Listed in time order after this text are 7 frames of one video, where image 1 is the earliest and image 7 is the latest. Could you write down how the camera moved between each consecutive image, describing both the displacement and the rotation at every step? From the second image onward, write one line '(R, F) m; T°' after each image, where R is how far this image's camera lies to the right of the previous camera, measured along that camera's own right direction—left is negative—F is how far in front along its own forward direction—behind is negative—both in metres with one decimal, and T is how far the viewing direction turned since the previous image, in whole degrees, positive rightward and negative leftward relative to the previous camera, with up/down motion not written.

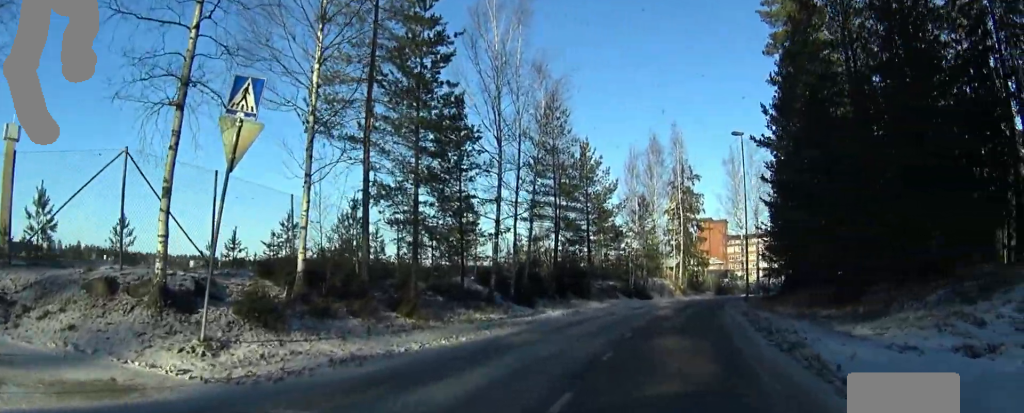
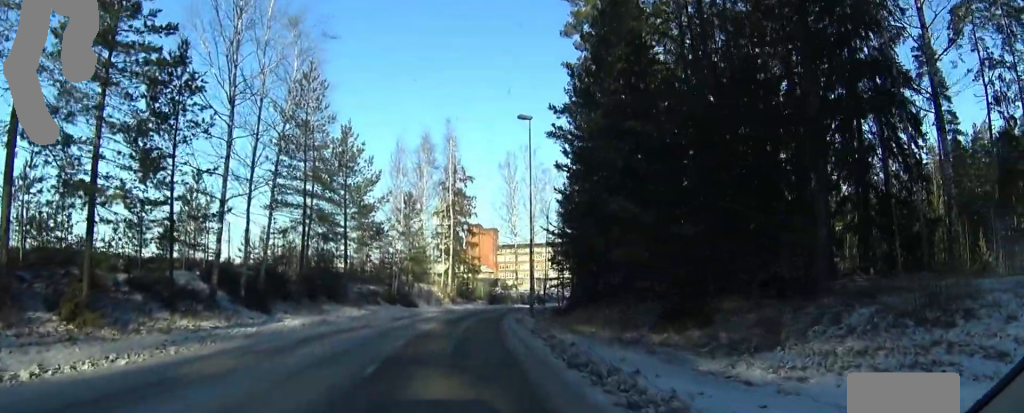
(+1.2, +5.7) m; +13°
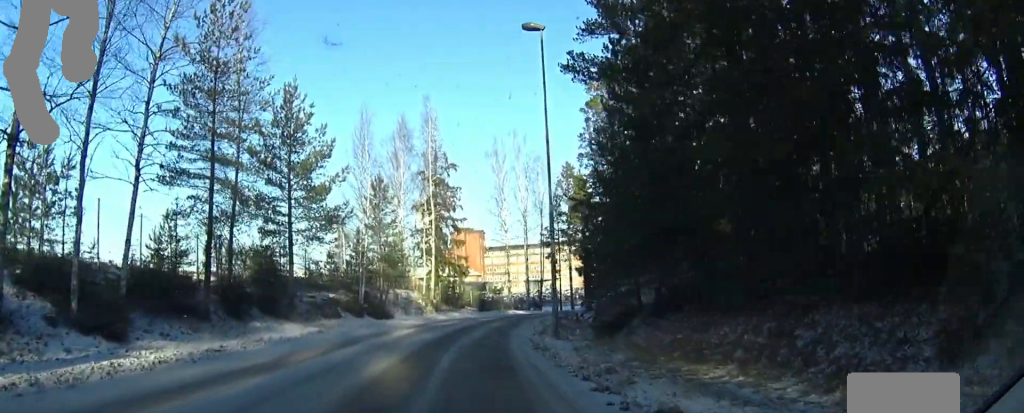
(+0.9, +10.4) m; +8°
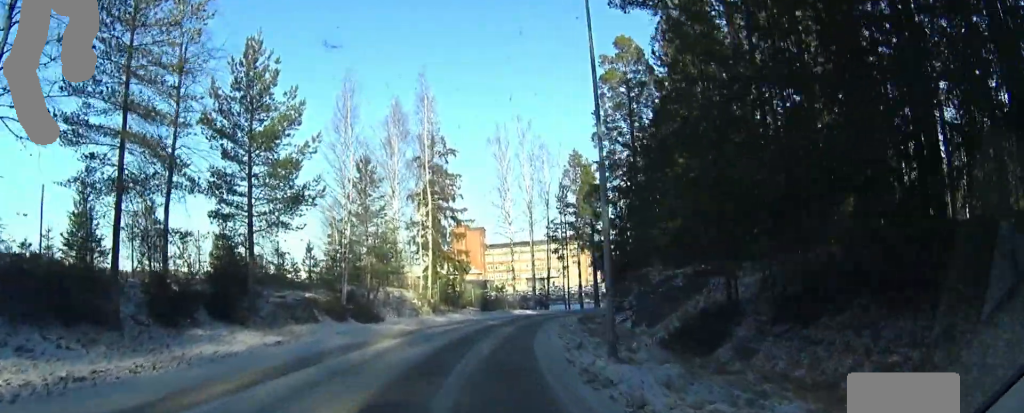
(+0.3, +6.1) m; 0°
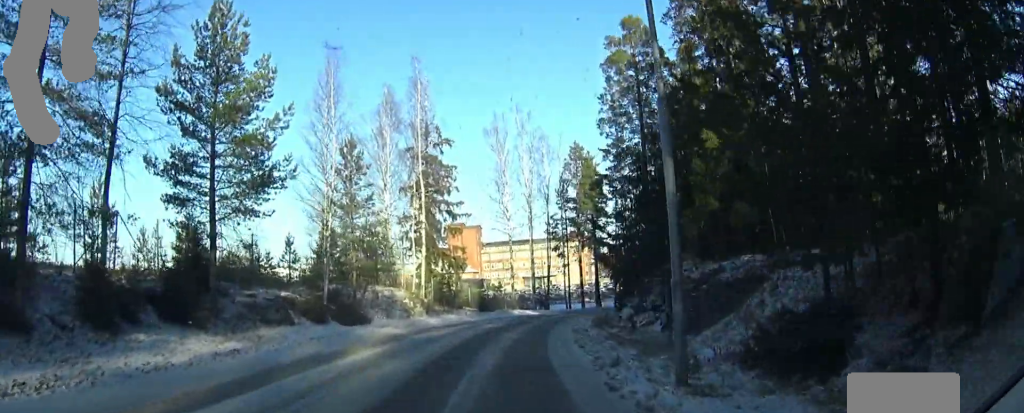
(-0.1, +3.6) m; 0°
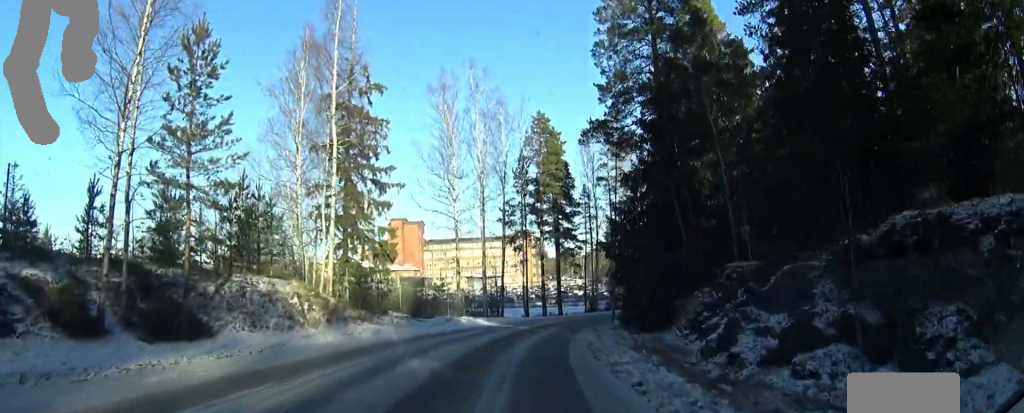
(+0.2, +14.2) m; +4°
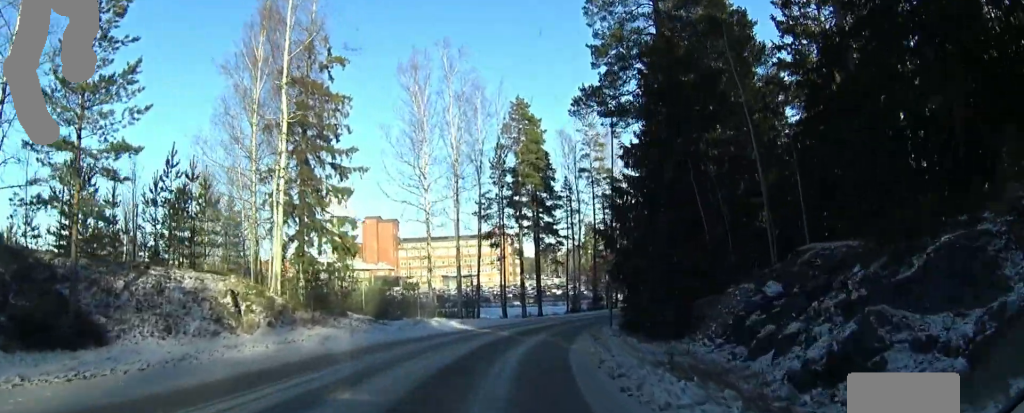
(+0.1, +4.5) m; +3°
